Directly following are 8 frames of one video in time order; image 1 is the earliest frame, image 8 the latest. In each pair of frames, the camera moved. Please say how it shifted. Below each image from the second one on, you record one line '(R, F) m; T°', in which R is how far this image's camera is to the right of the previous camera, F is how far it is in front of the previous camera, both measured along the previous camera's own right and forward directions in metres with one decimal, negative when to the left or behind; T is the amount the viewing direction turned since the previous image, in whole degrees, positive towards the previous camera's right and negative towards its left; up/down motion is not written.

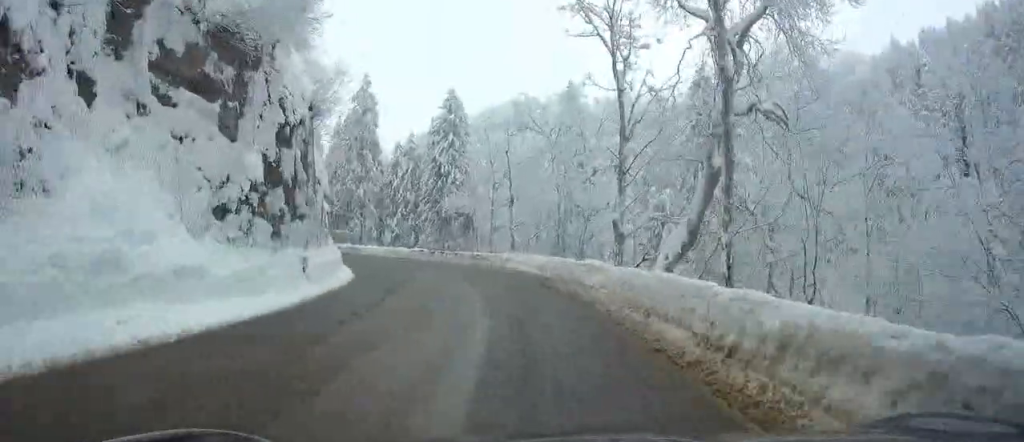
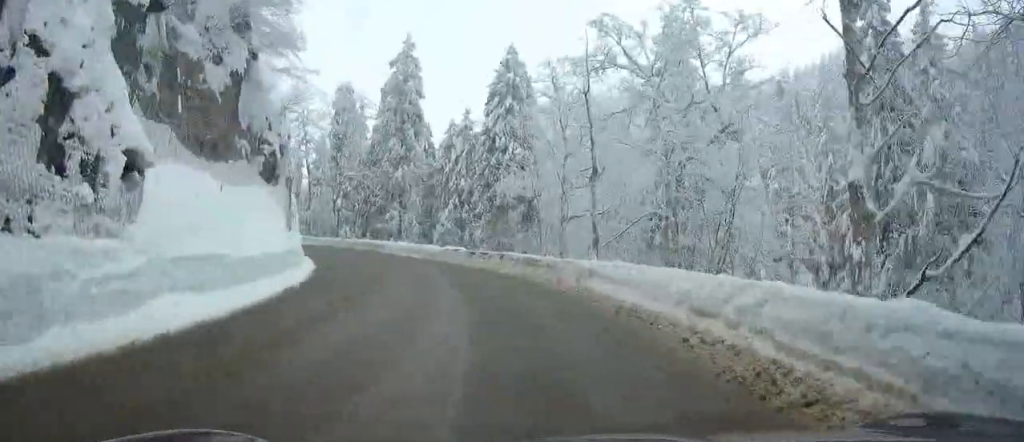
(-0.2, +16.1) m; -5°
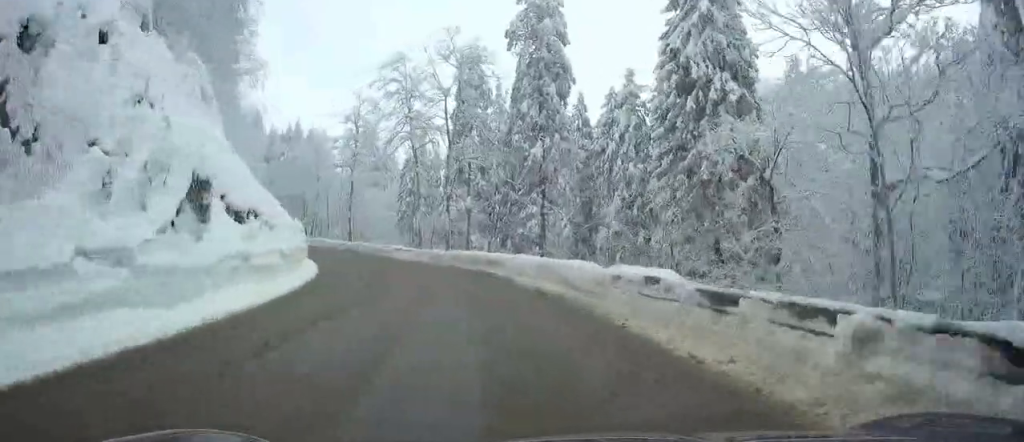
(-2.8, +22.4) m; -14°
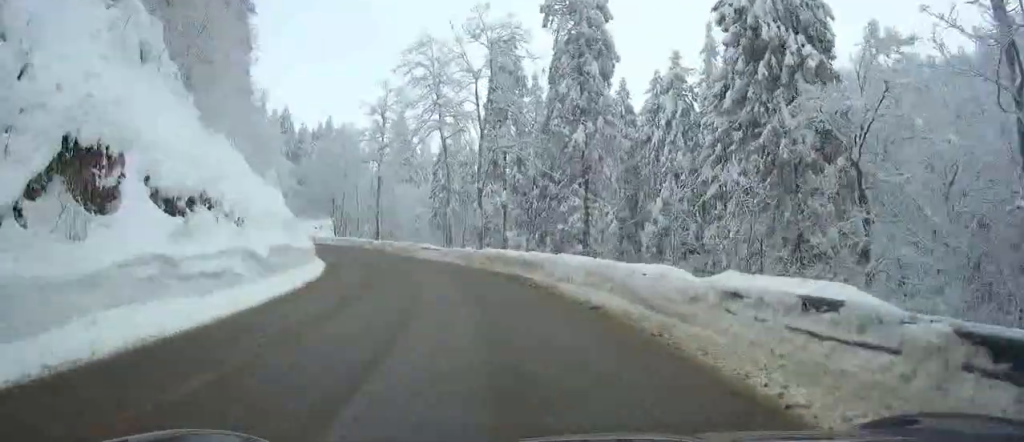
(-0.1, +5.3) m; -3°
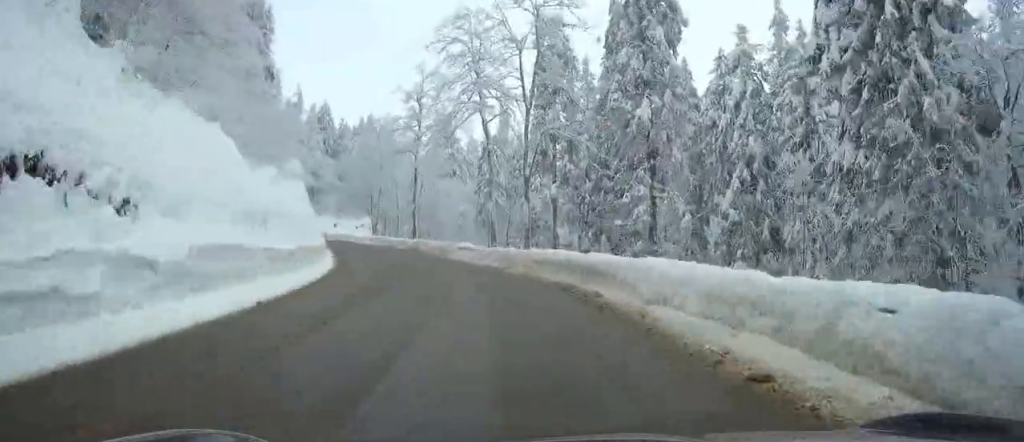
(-0.2, +6.7) m; -4°
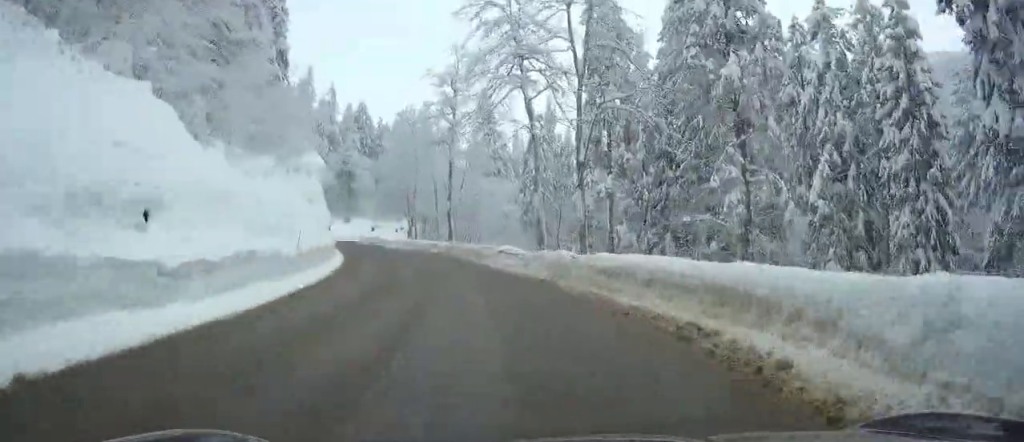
(-0.4, +8.1) m; -5°
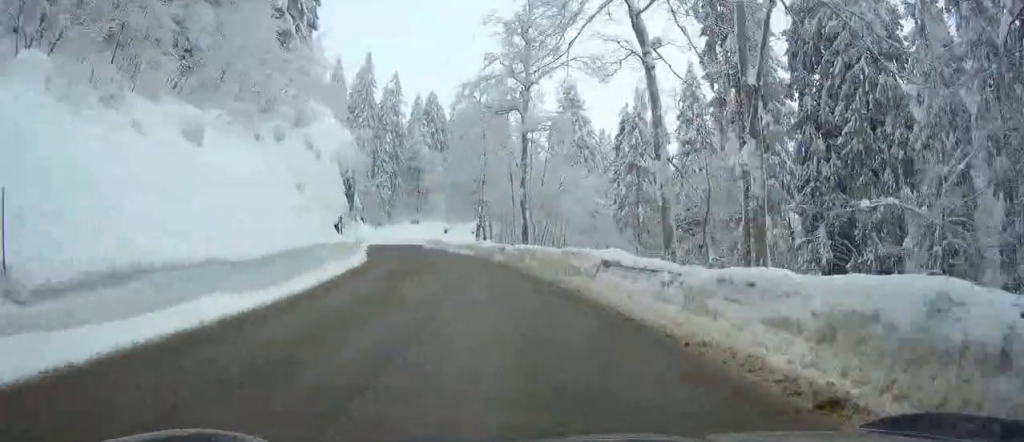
(-1.2, +15.5) m; -8°
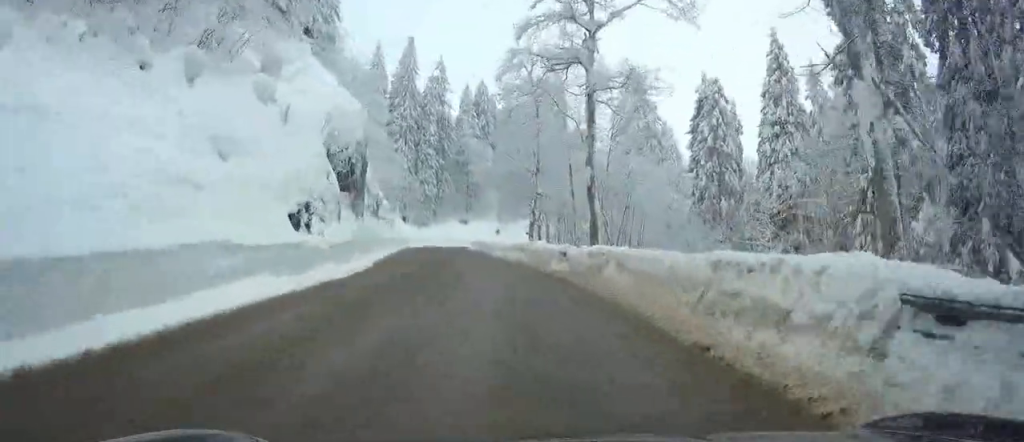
(-0.6, +11.8) m; -5°
